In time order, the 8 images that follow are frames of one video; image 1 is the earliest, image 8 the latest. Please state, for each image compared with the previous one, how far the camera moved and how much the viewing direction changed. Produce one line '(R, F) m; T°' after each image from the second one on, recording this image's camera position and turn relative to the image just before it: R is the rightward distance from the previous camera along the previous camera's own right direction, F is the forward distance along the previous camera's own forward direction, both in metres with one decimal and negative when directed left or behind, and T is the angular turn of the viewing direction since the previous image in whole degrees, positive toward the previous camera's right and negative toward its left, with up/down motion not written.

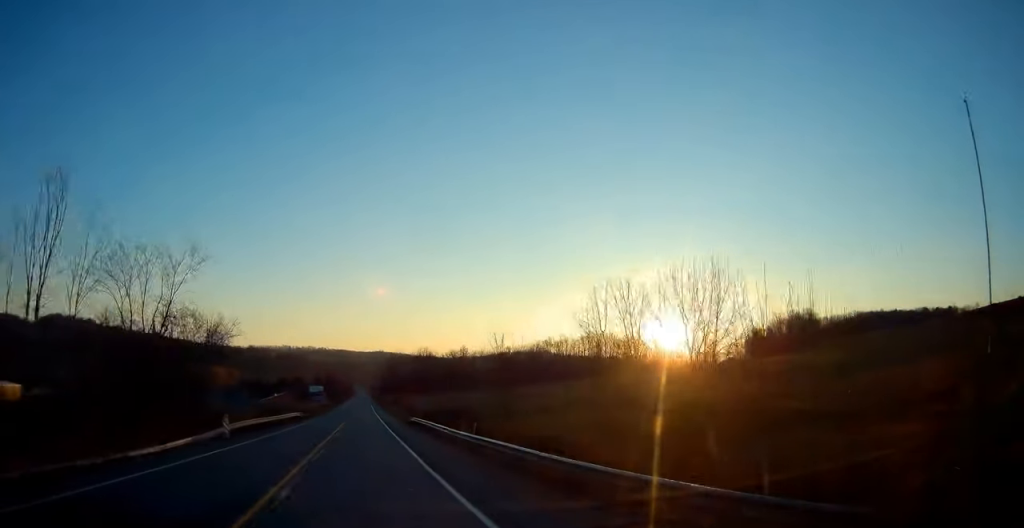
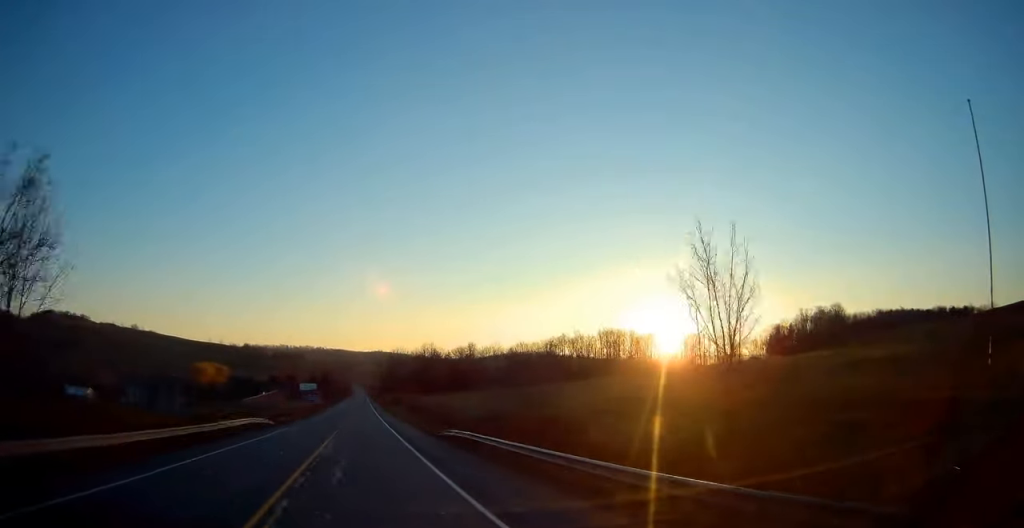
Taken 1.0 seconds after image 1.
(-0.1, +27.3) m; 0°
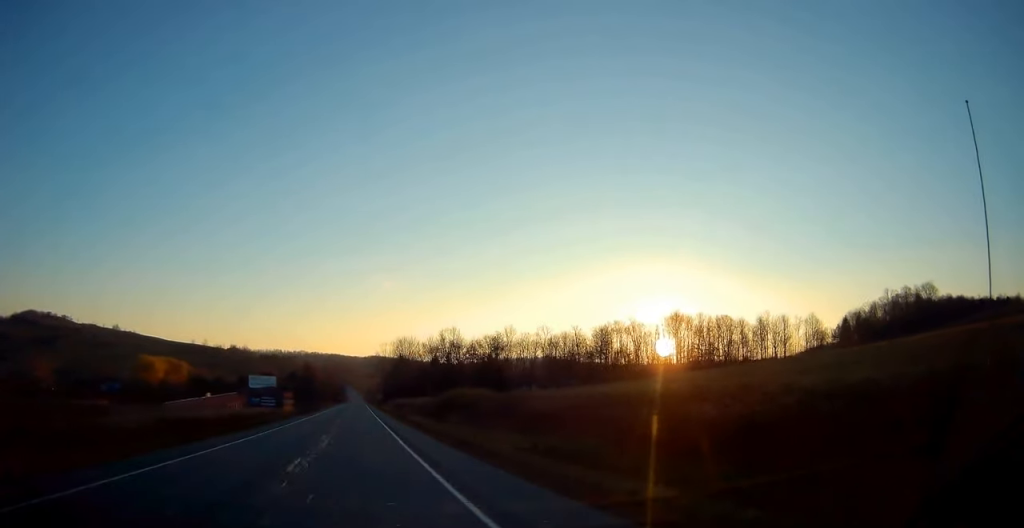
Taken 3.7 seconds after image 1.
(-0.1, +73.4) m; 0°
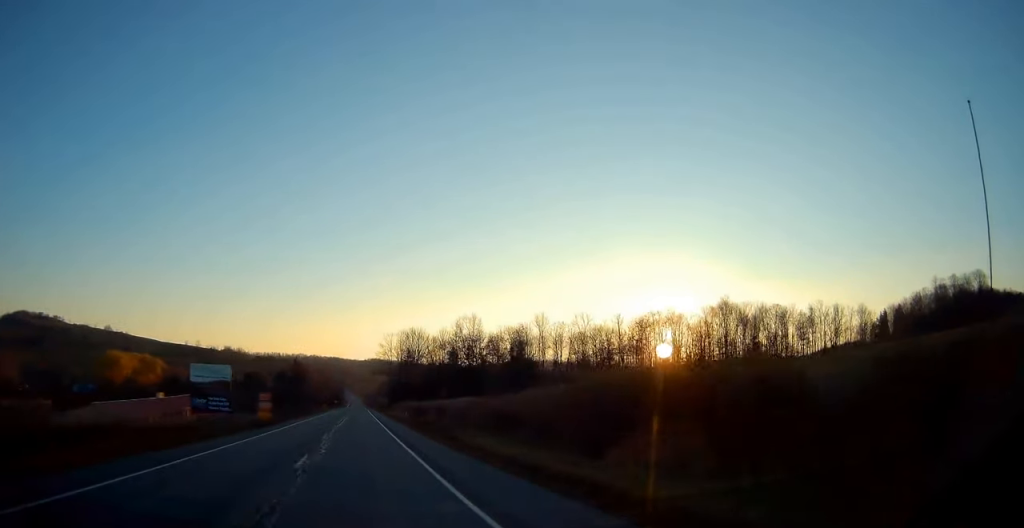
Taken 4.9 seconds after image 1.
(+0.4, +35.2) m; 0°
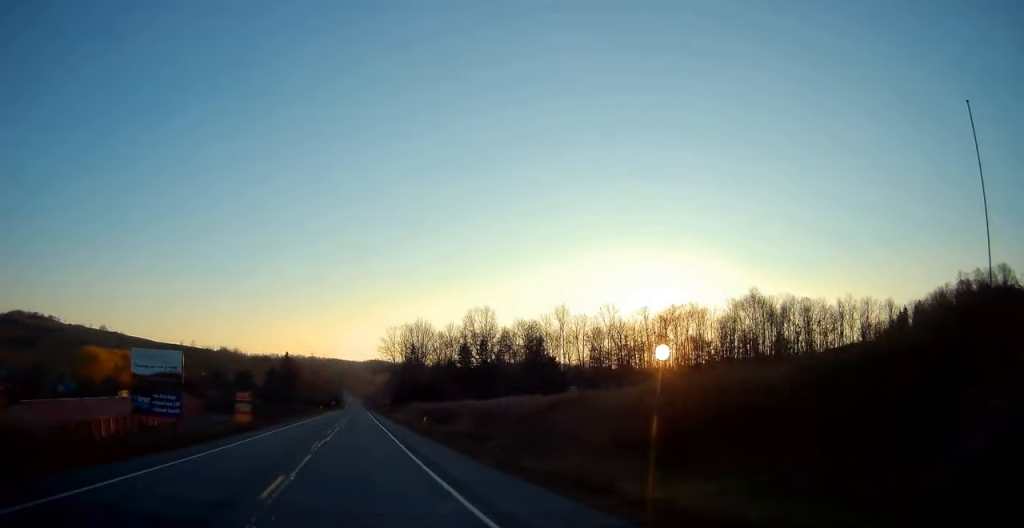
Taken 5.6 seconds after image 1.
(0.0, +17.6) m; 0°
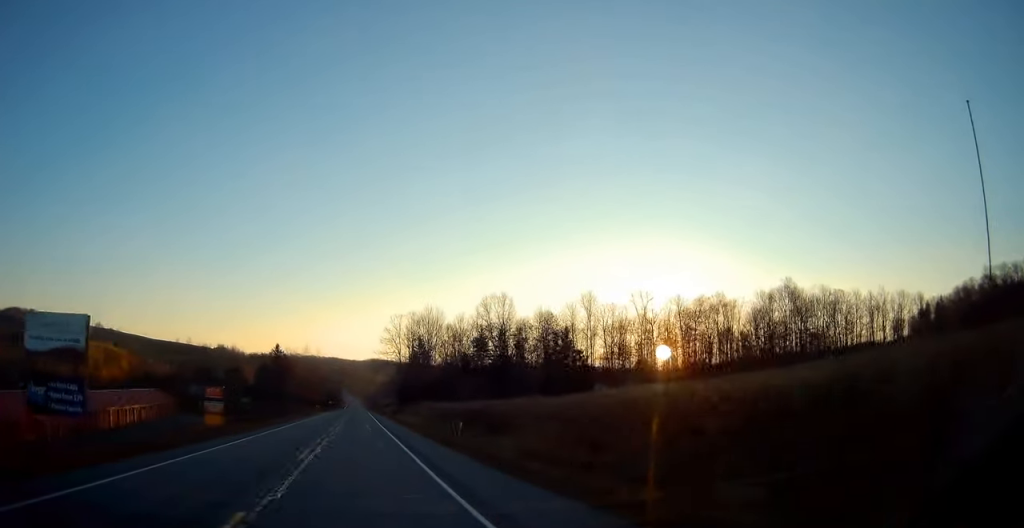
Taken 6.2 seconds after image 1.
(-0.3, +17.5) m; 0°
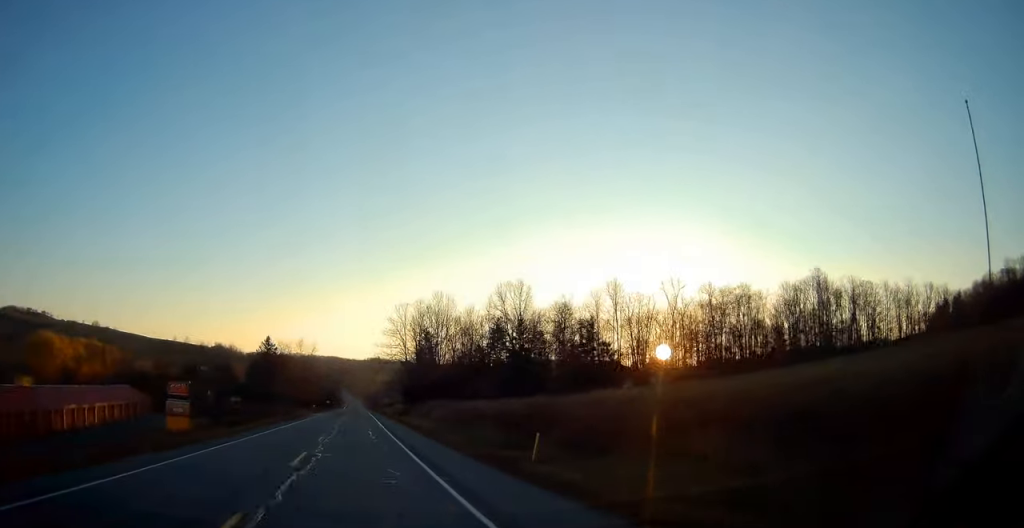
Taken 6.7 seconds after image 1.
(+0.1, +13.8) m; 0°
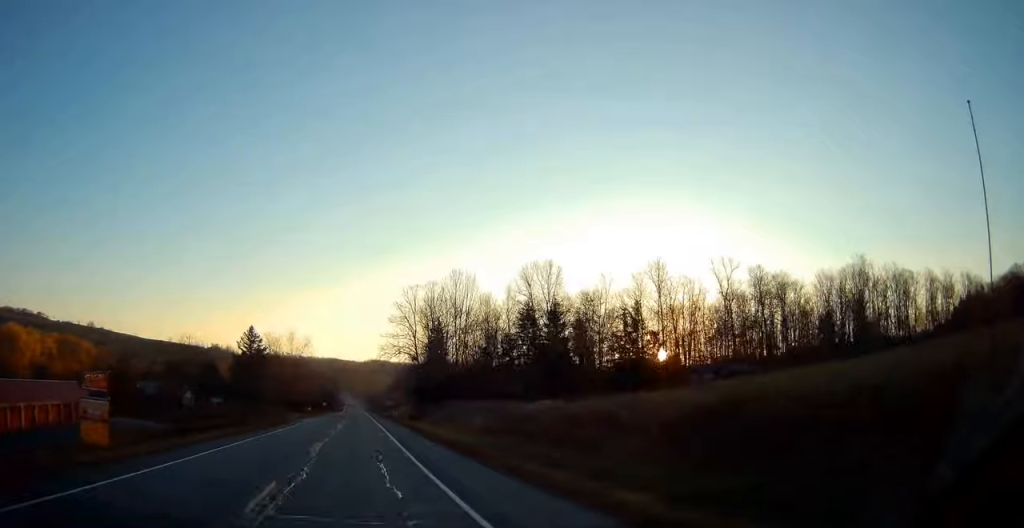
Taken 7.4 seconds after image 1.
(+0.3, +18.4) m; 0°
